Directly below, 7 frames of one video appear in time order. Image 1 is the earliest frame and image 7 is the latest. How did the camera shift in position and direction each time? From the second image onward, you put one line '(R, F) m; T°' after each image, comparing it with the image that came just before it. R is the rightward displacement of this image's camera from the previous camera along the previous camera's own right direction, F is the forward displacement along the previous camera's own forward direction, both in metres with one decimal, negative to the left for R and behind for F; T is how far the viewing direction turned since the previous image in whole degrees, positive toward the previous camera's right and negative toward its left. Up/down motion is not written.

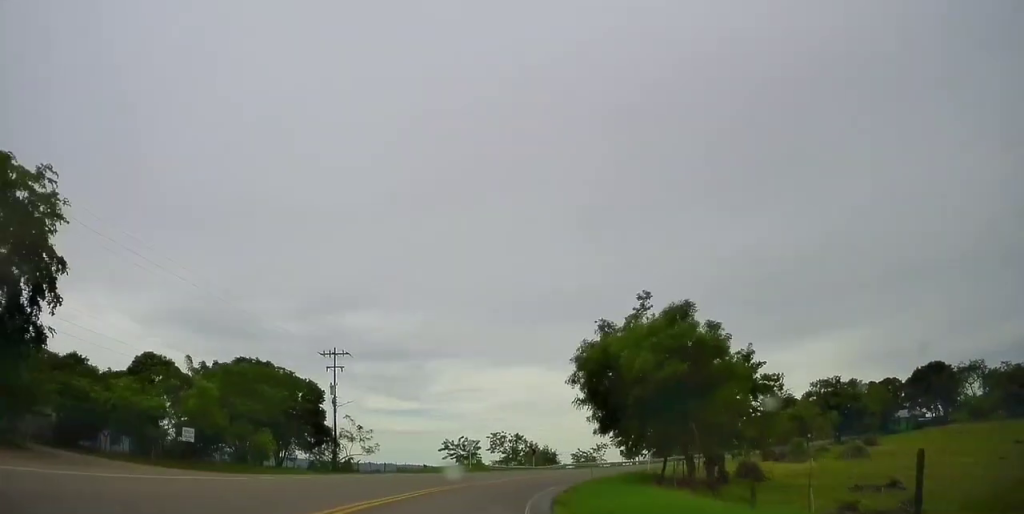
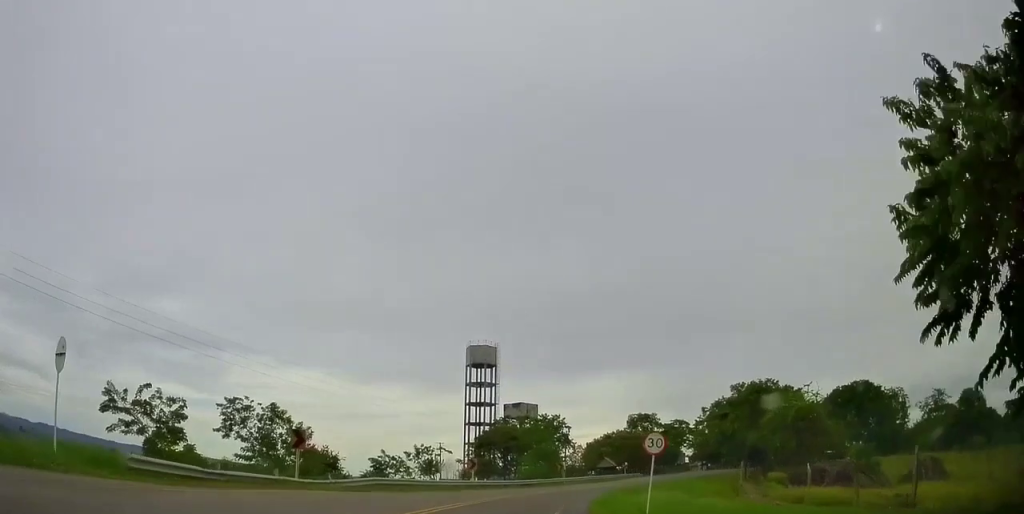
(+3.5, +38.6) m; +17°
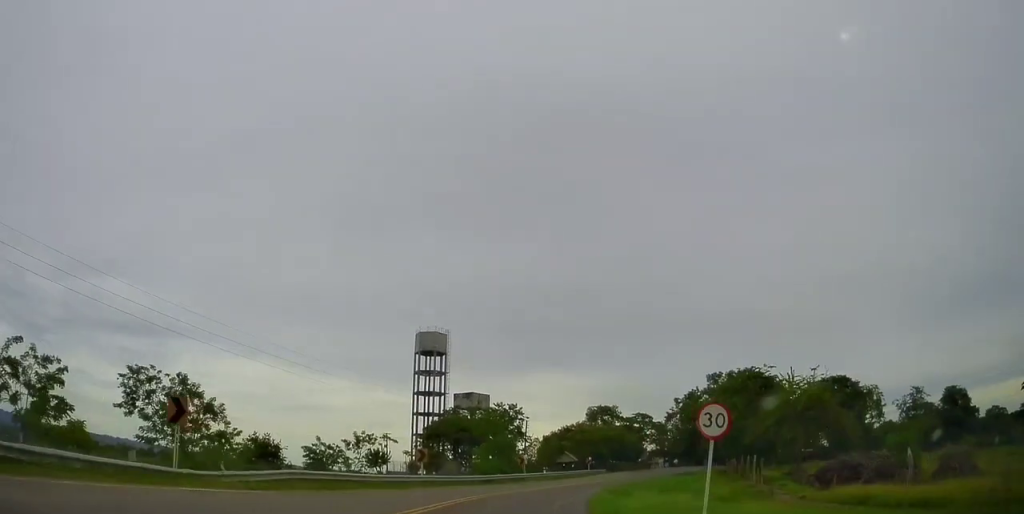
(+0.7, +7.2) m; +5°
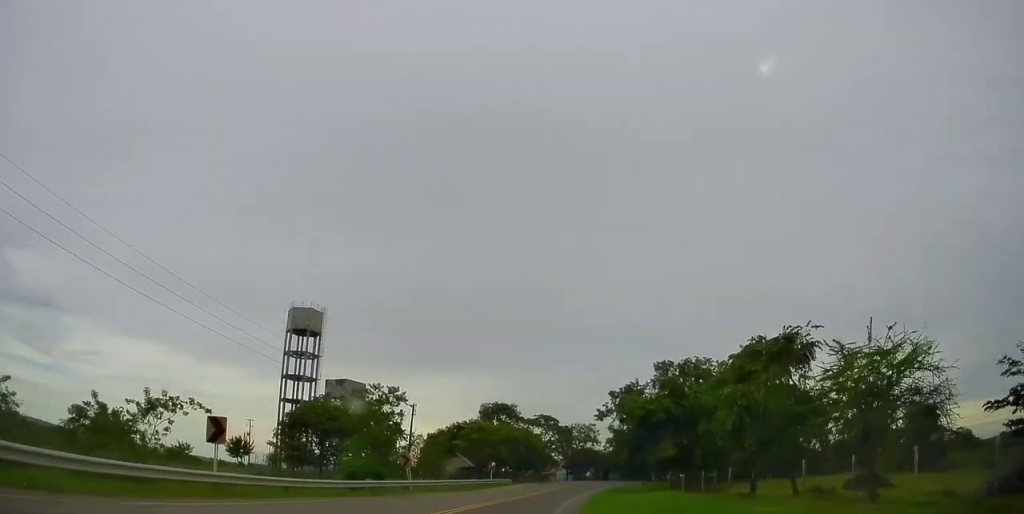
(+1.8, +17.8) m; +10°
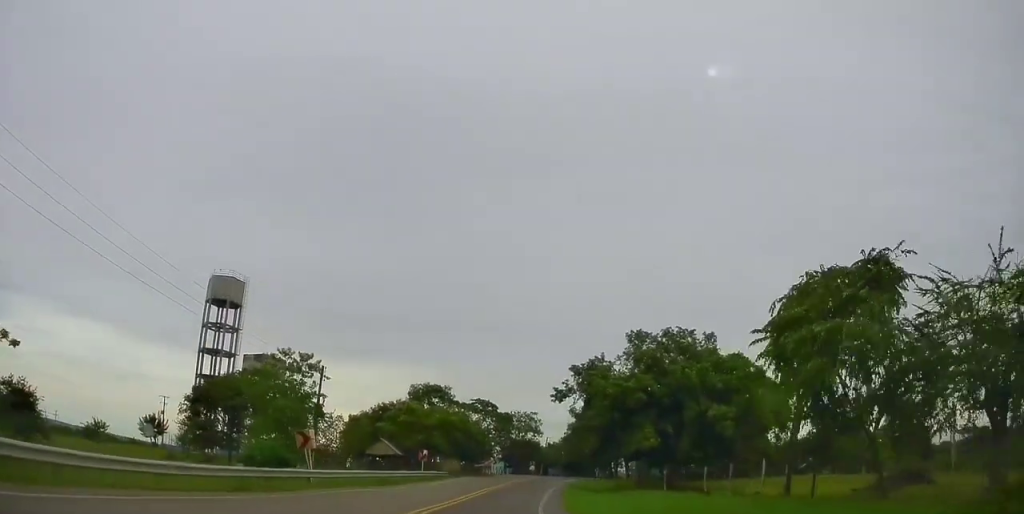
(+0.5, +10.6) m; +6°
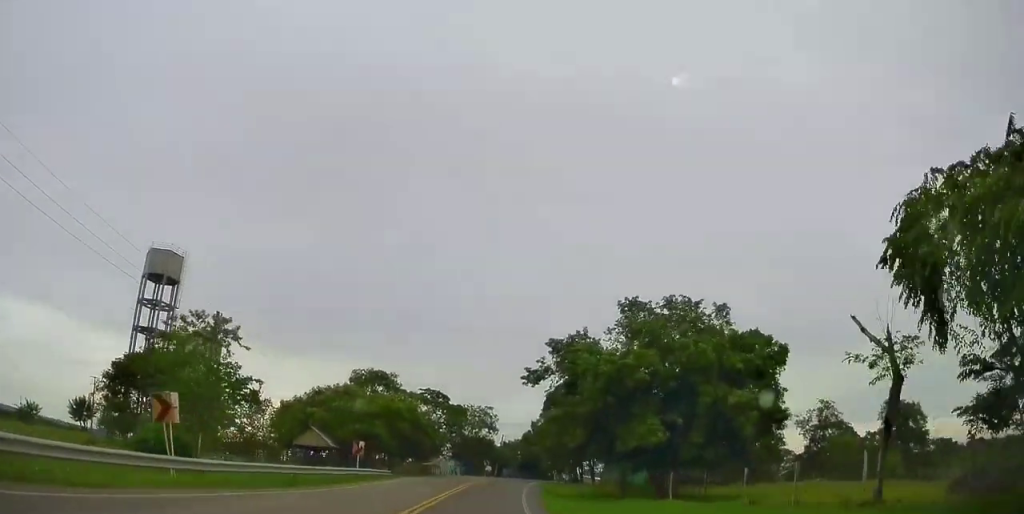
(+0.3, +9.5) m; +6°
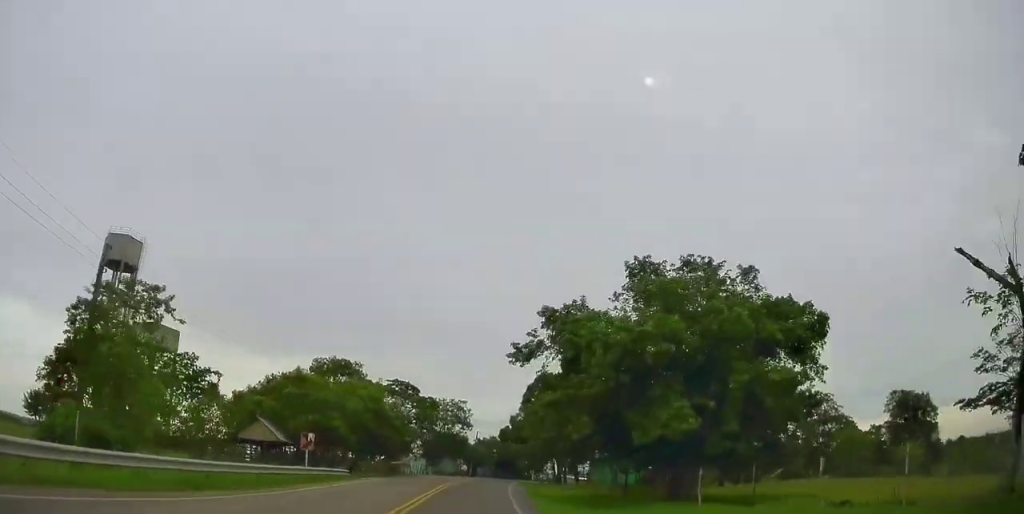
(+0.5, +6.4) m; +4°
